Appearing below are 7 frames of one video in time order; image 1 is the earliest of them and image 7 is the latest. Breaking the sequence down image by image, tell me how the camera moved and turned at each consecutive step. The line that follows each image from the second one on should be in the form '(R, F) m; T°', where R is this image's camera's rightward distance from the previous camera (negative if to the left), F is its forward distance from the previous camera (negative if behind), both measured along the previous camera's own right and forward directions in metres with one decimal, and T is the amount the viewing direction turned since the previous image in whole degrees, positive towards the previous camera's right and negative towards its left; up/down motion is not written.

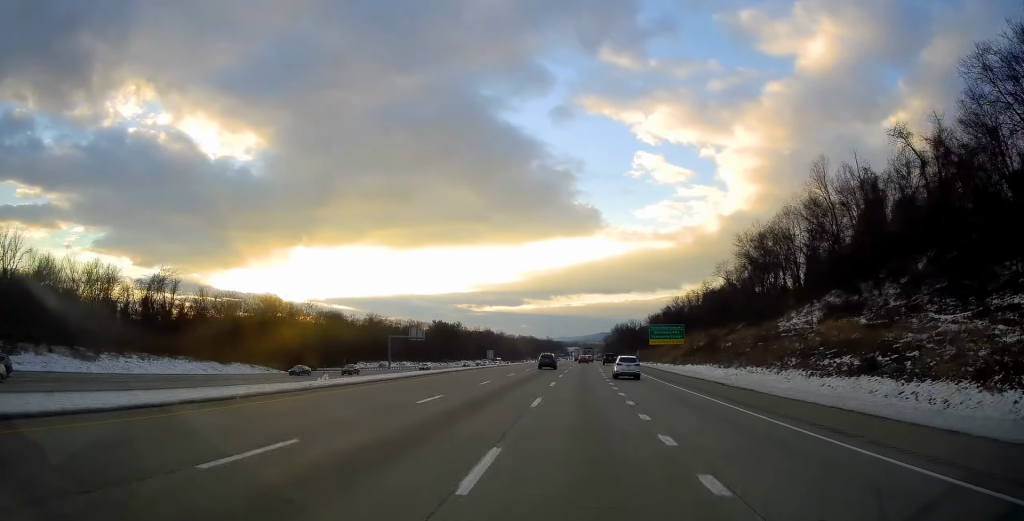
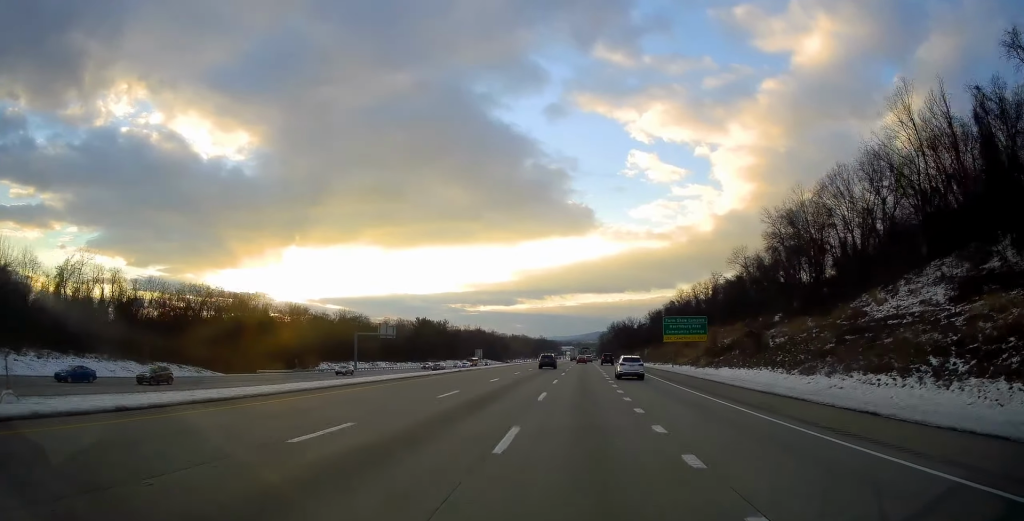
(0.0, +20.9) m; 0°
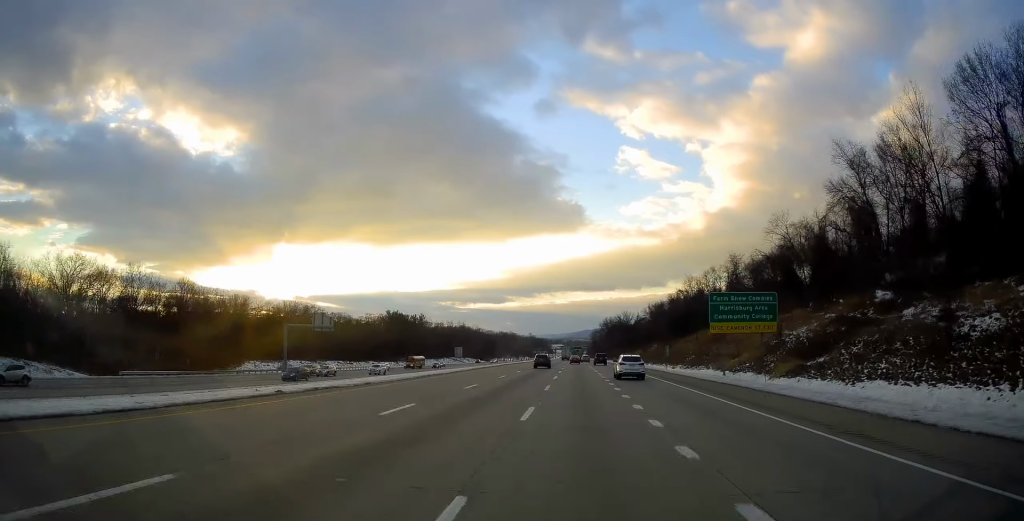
(+0.2, +31.3) m; +2°
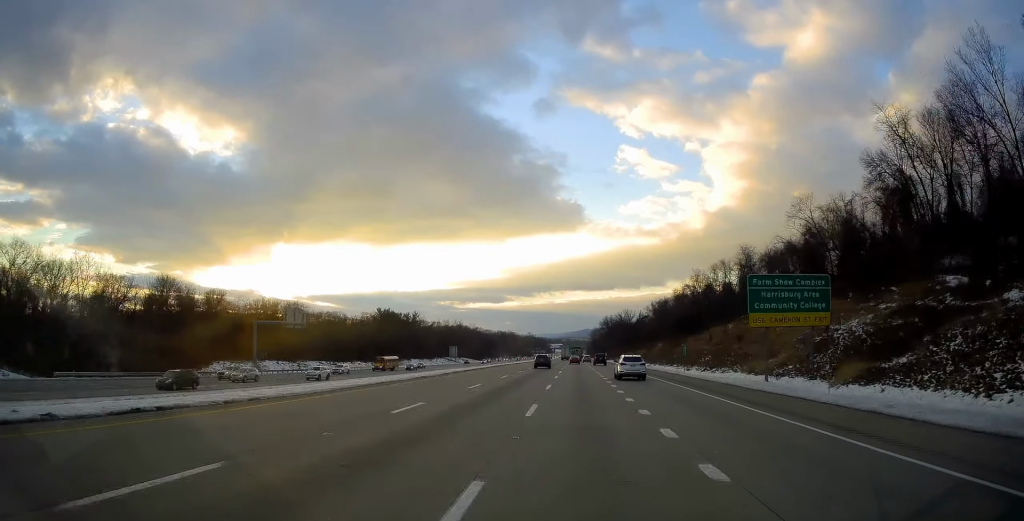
(+0.1, +11.1) m; +1°
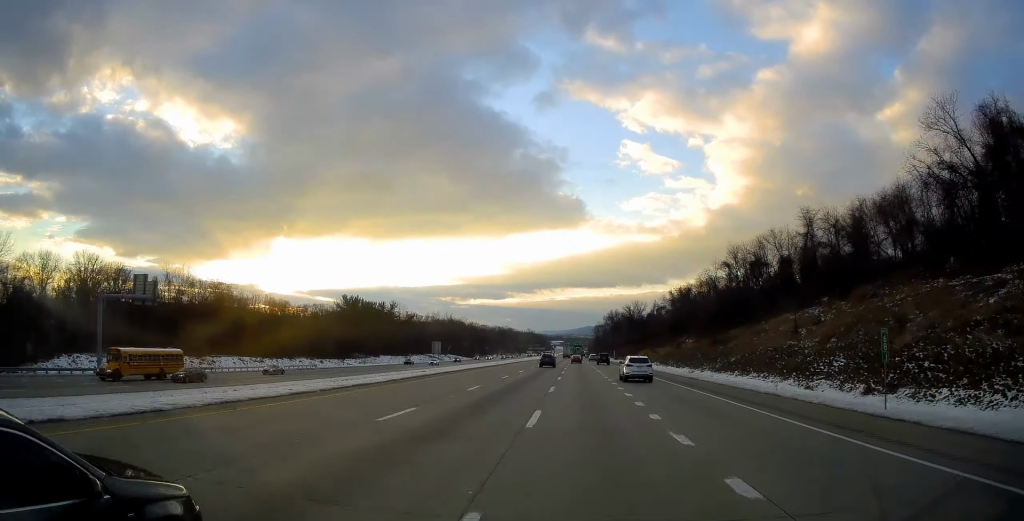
(+0.9, +38.0) m; +1°
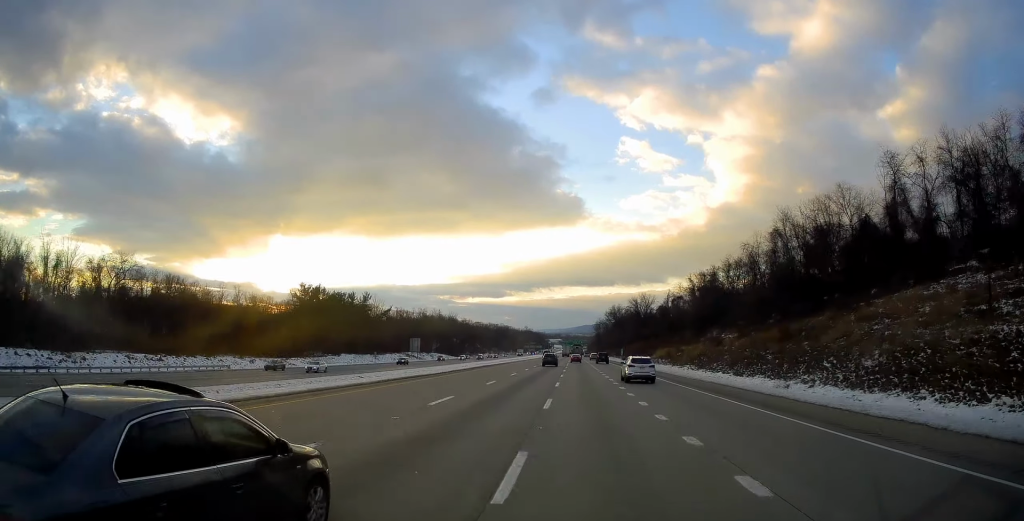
(-0.6, +31.5) m; -1°
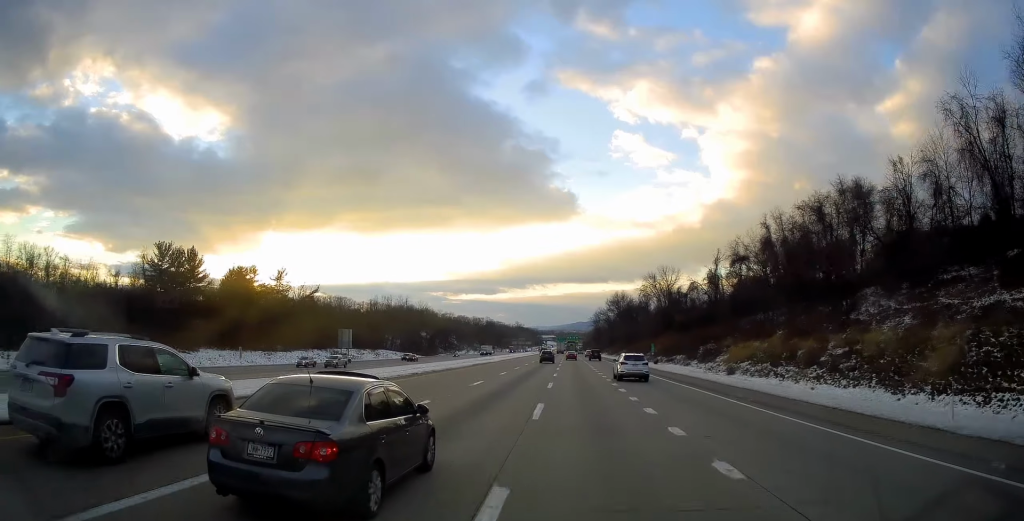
(0.0, +63.0) m; 0°
